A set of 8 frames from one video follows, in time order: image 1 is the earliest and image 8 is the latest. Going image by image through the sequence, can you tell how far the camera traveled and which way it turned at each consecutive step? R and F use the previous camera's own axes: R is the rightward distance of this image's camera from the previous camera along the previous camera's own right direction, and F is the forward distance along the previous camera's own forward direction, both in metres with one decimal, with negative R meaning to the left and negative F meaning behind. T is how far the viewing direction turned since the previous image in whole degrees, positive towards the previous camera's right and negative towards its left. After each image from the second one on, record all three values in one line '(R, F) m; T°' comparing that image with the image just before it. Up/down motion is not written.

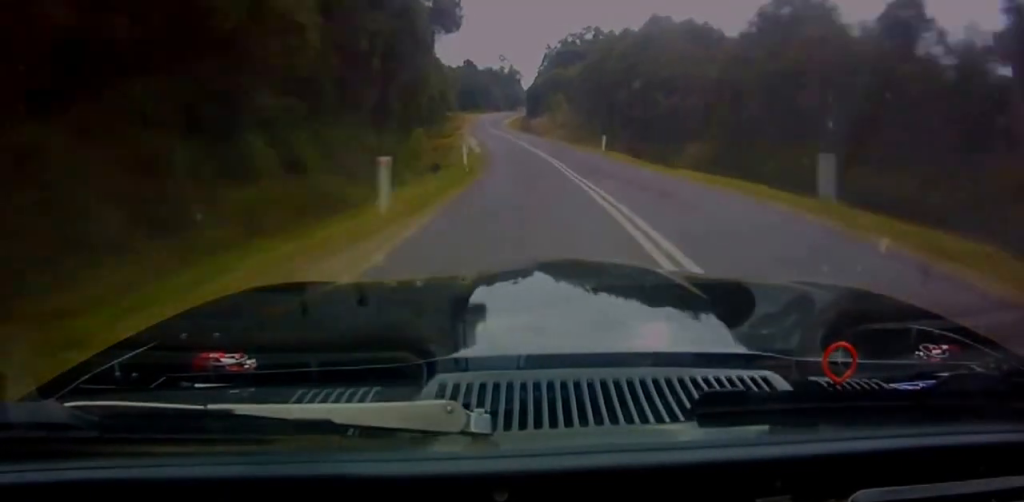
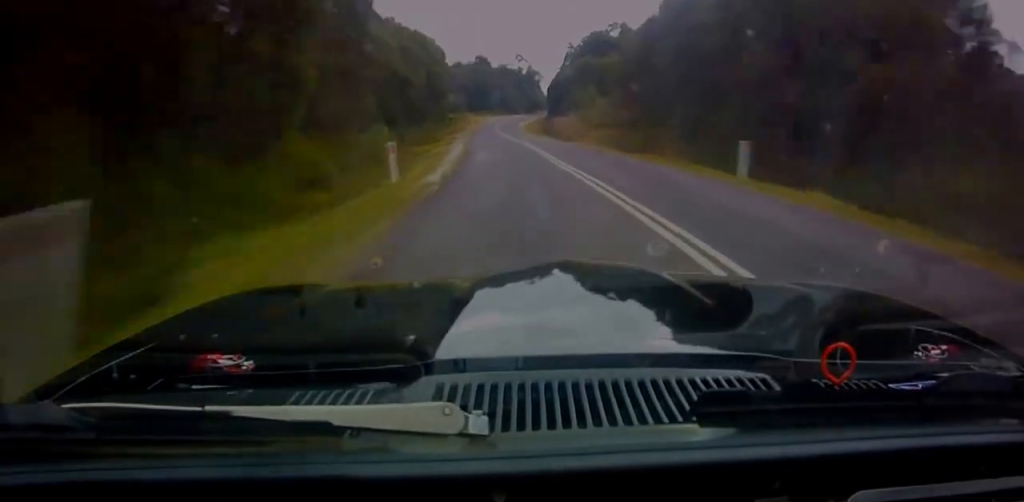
(-0.5, +24.8) m; -1°
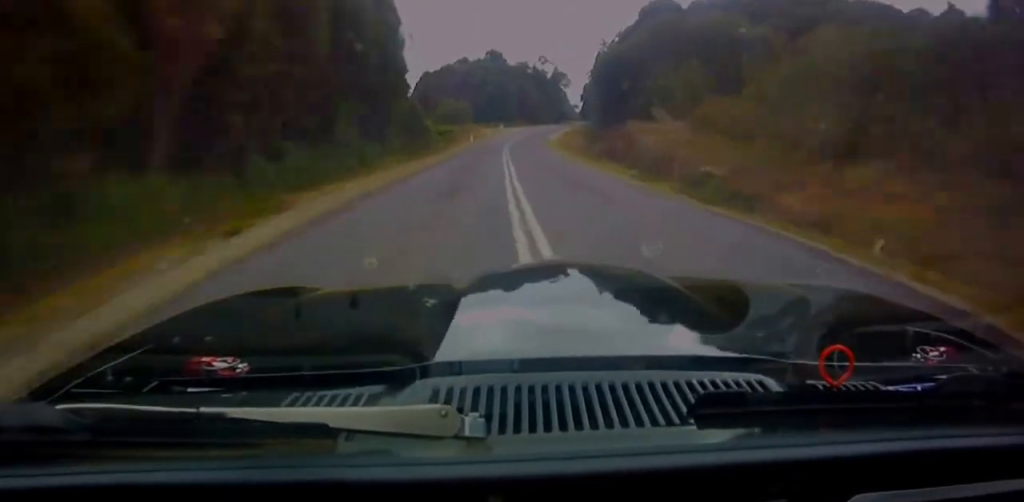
(-0.5, +38.6) m; +1°
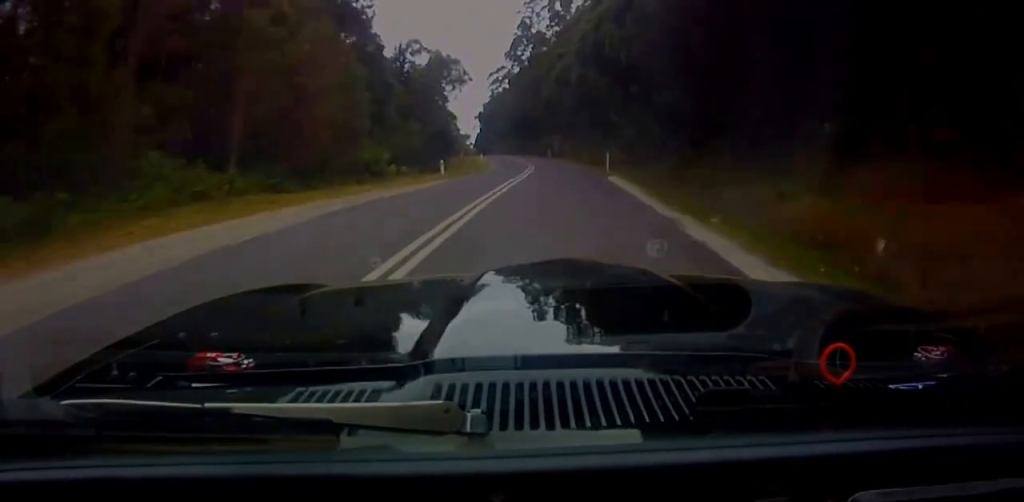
(+6.2, +110.8) m; +5°
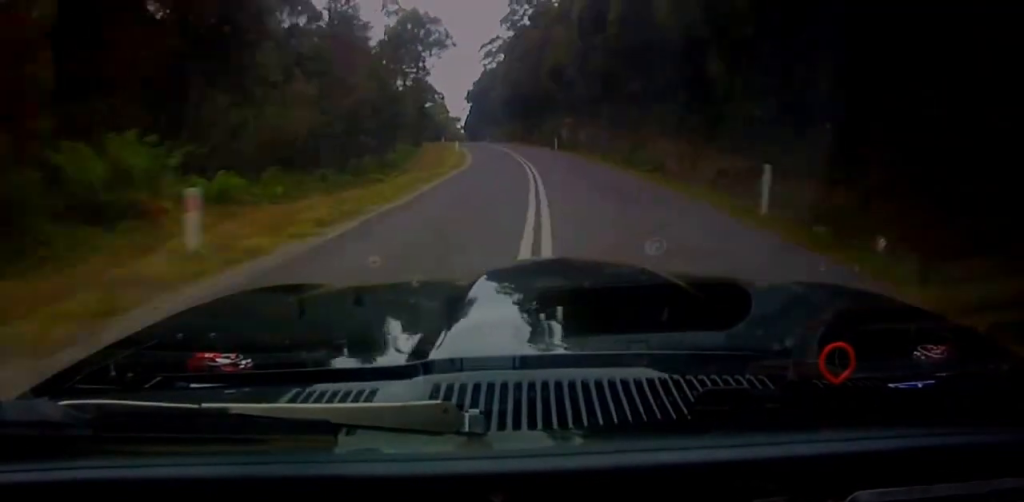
(-0.2, +22.8) m; -1°
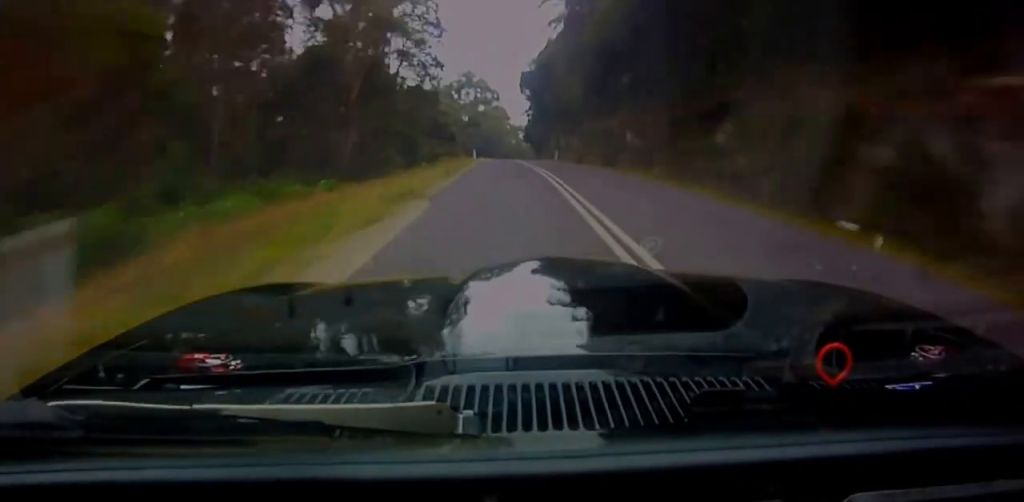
(-0.9, +49.3) m; -2°
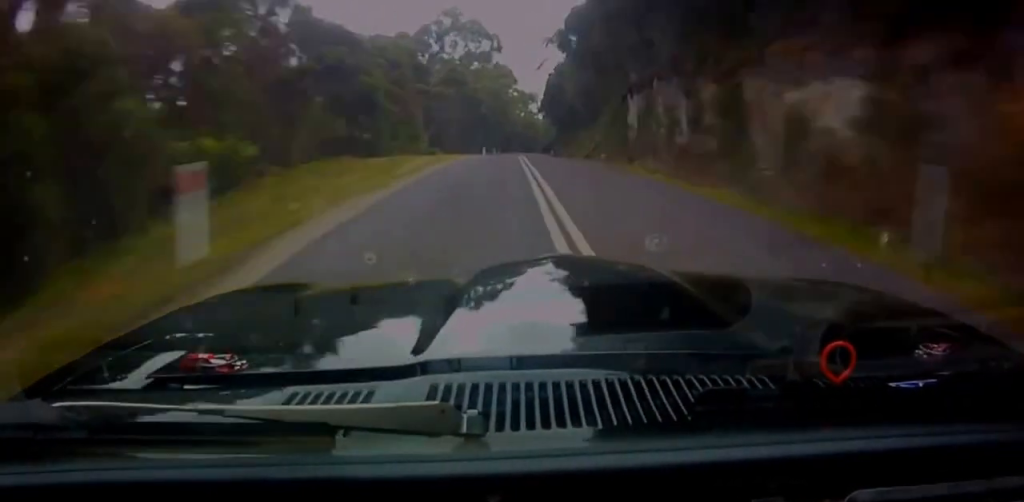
(-1.0, +56.7) m; 0°
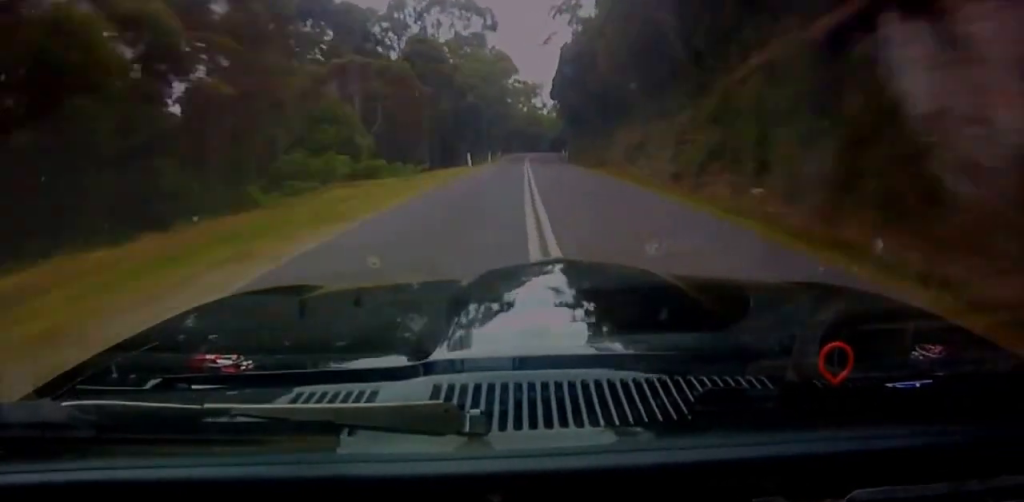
(+0.4, +25.9) m; 0°
